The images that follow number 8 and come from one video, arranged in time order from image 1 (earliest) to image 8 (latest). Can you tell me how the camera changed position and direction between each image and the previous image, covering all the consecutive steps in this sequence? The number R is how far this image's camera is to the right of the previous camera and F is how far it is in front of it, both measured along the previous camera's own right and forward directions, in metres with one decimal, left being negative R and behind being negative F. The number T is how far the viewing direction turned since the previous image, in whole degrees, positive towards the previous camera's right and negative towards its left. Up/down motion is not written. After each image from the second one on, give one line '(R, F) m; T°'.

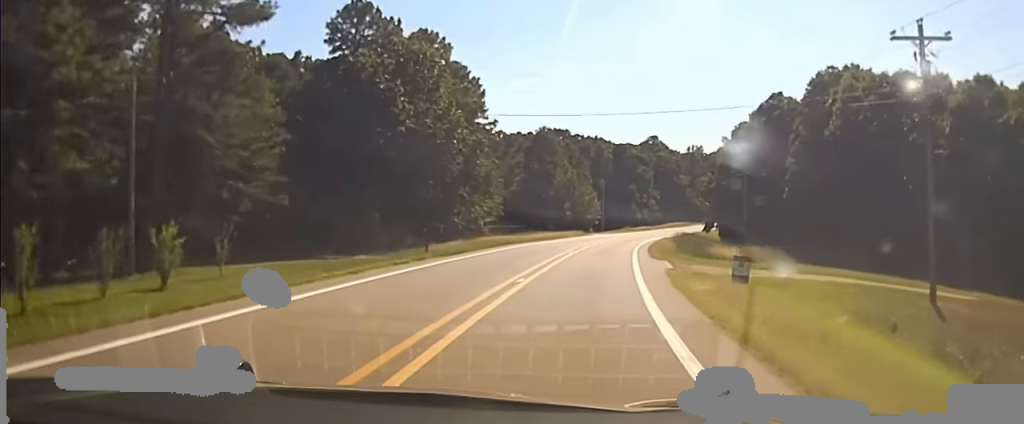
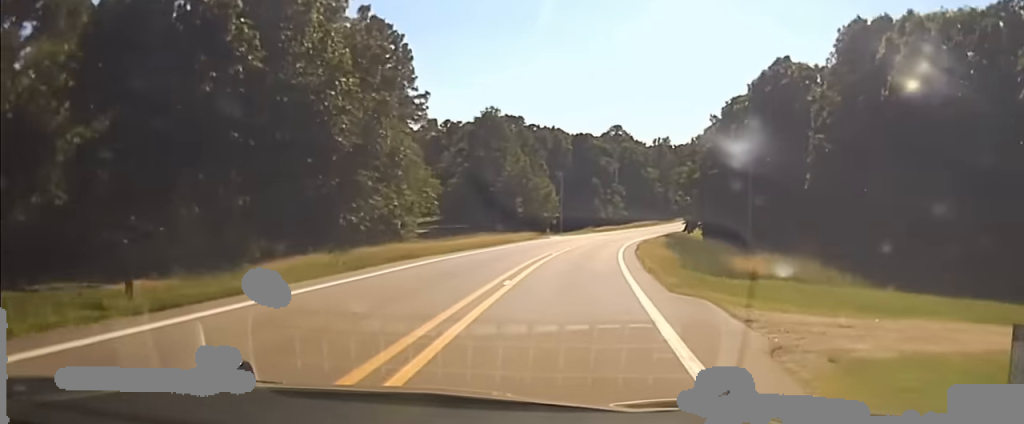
(-0.2, +17.7) m; +2°
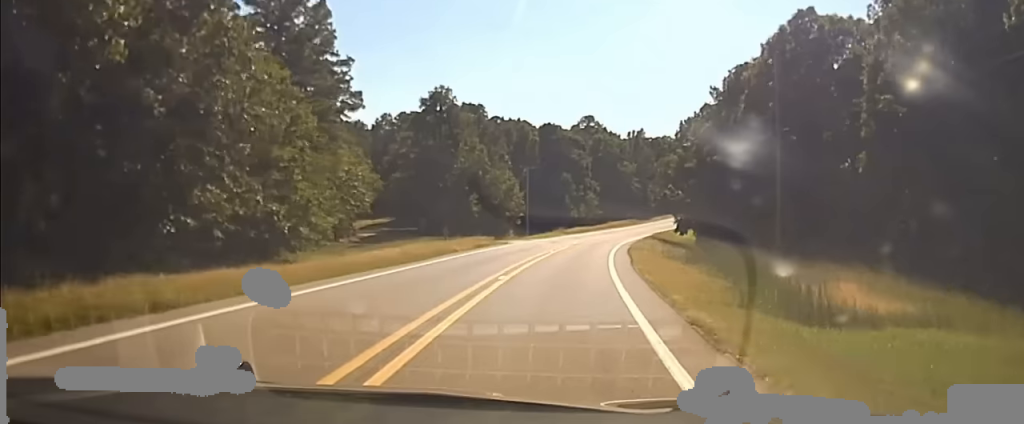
(+0.8, +19.2) m; +2°
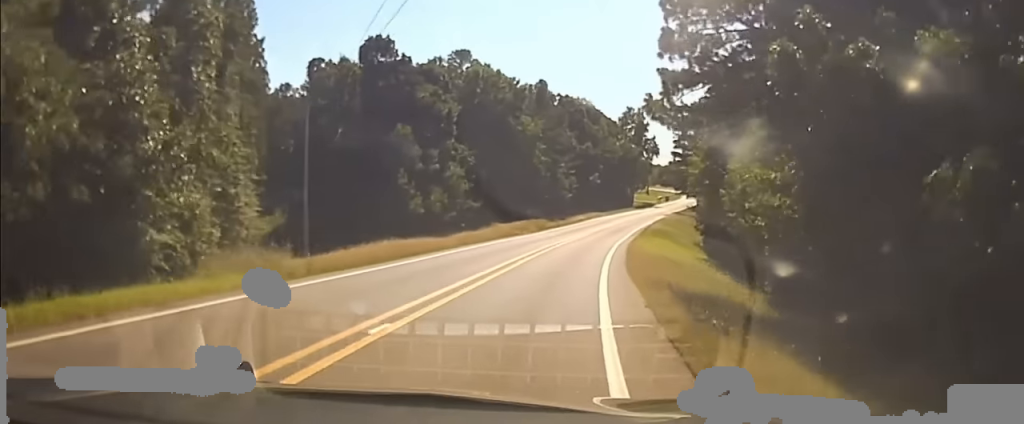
(+3.8, +65.2) m; +7°
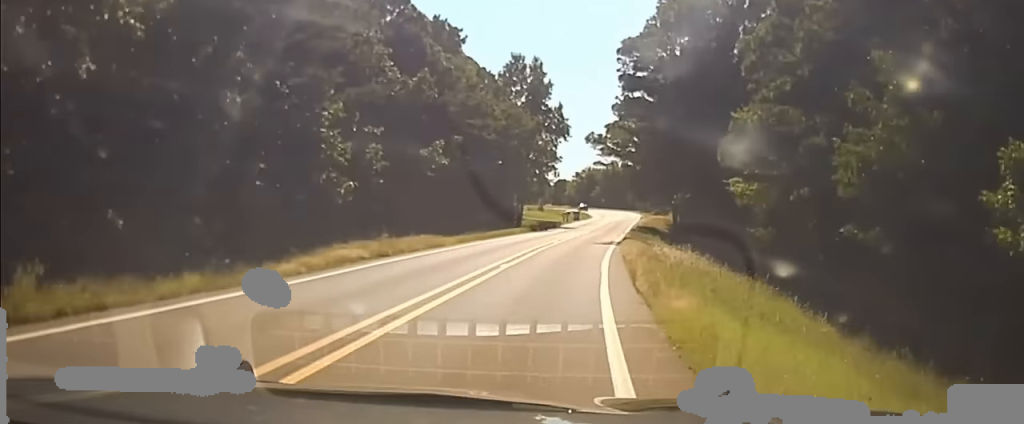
(+4.0, +69.1) m; +6°
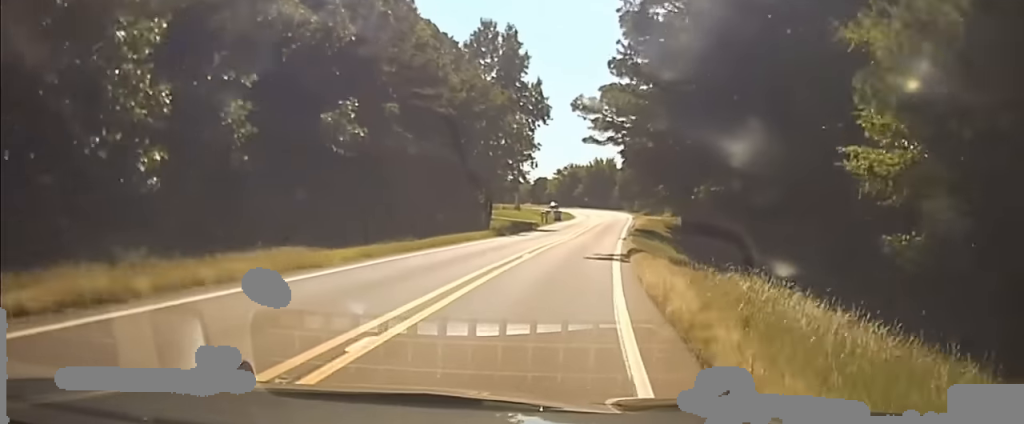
(+0.5, +19.5) m; +2°
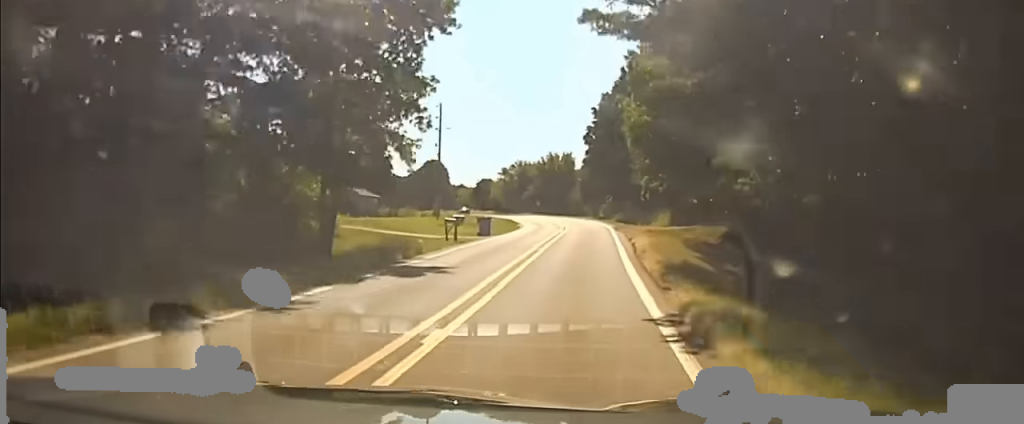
(+1.2, +39.3) m; +3°
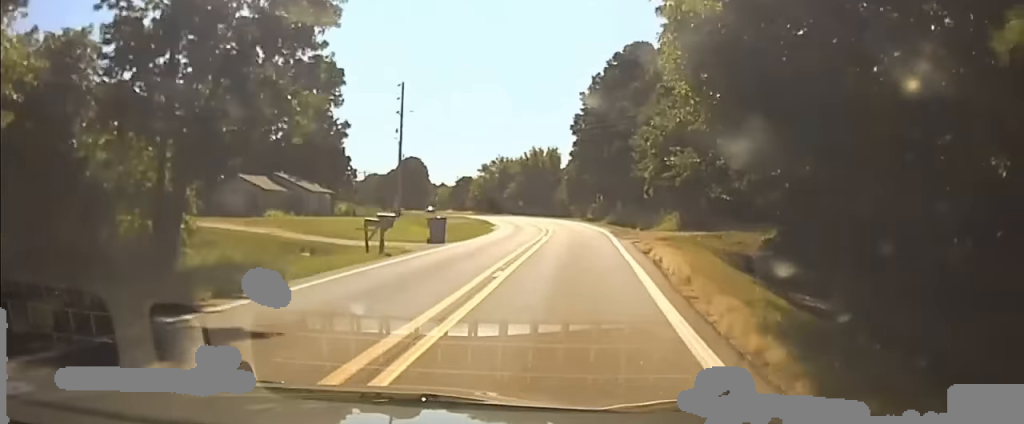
(+0.6, +17.4) m; +1°
